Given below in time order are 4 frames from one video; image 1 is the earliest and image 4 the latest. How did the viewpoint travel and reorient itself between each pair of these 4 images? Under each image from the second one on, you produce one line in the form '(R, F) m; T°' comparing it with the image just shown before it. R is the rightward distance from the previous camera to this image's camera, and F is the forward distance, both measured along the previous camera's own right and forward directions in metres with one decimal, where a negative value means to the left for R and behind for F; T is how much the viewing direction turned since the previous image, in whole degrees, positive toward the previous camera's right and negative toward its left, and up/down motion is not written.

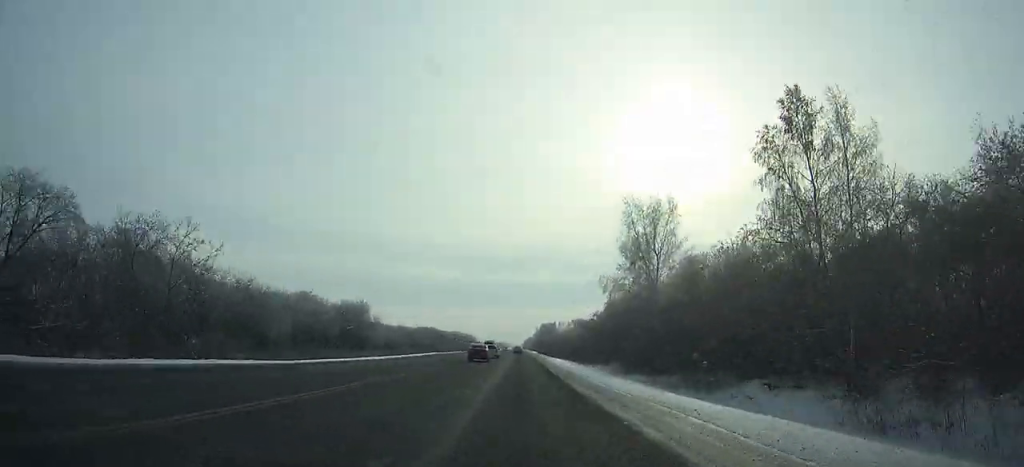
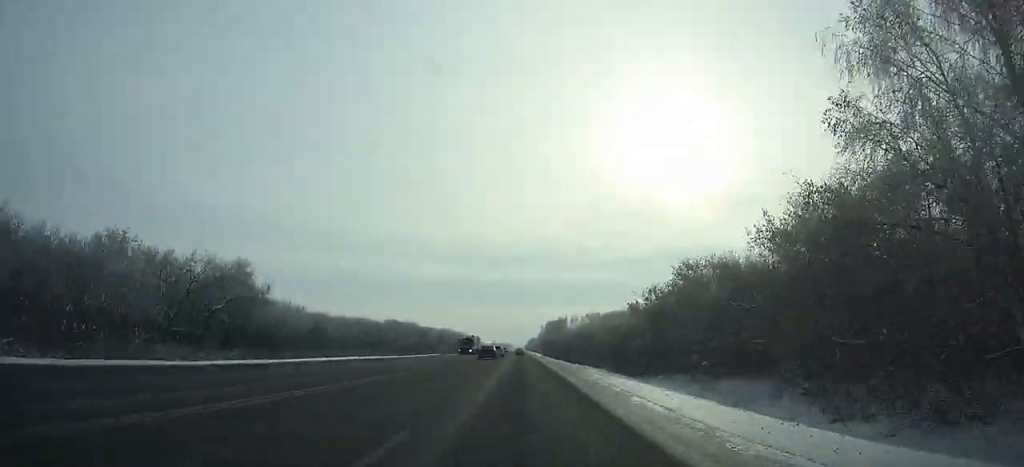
(0.0, +45.4) m; 0°
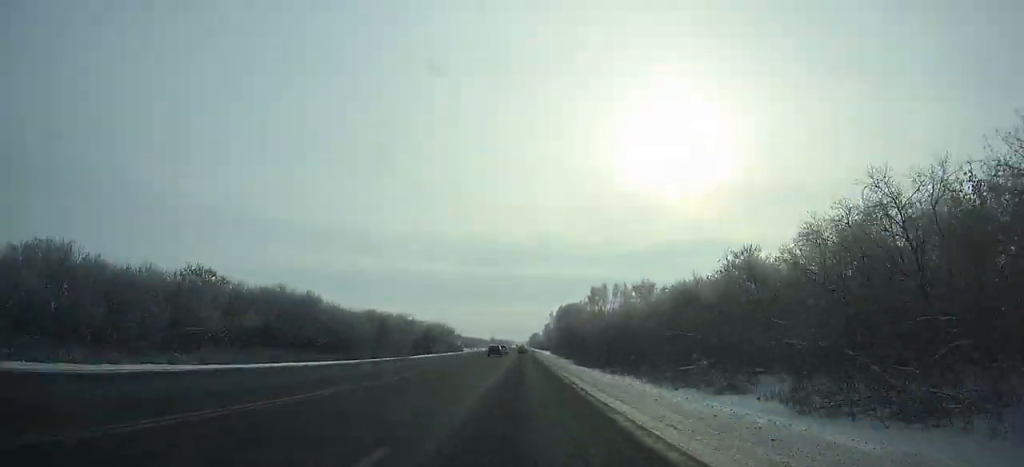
(0.0, +83.2) m; 0°
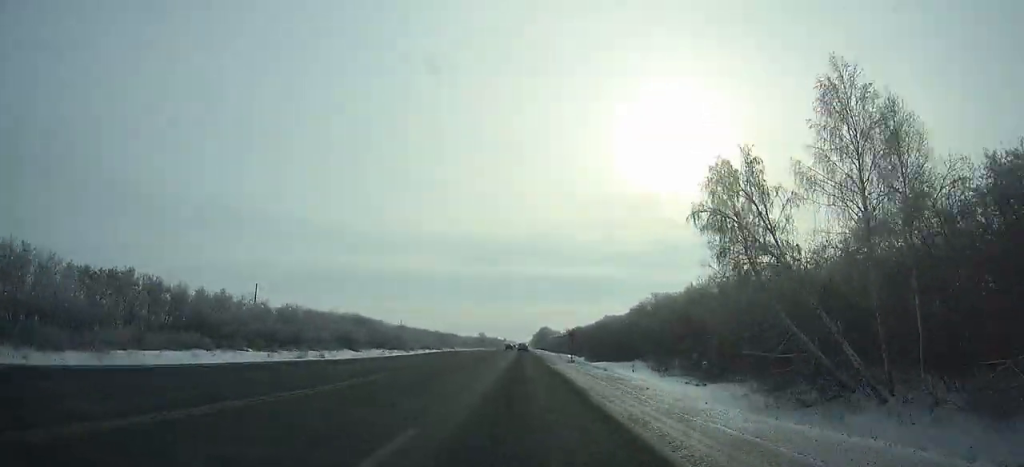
(-0.7, +224.9) m; 0°
